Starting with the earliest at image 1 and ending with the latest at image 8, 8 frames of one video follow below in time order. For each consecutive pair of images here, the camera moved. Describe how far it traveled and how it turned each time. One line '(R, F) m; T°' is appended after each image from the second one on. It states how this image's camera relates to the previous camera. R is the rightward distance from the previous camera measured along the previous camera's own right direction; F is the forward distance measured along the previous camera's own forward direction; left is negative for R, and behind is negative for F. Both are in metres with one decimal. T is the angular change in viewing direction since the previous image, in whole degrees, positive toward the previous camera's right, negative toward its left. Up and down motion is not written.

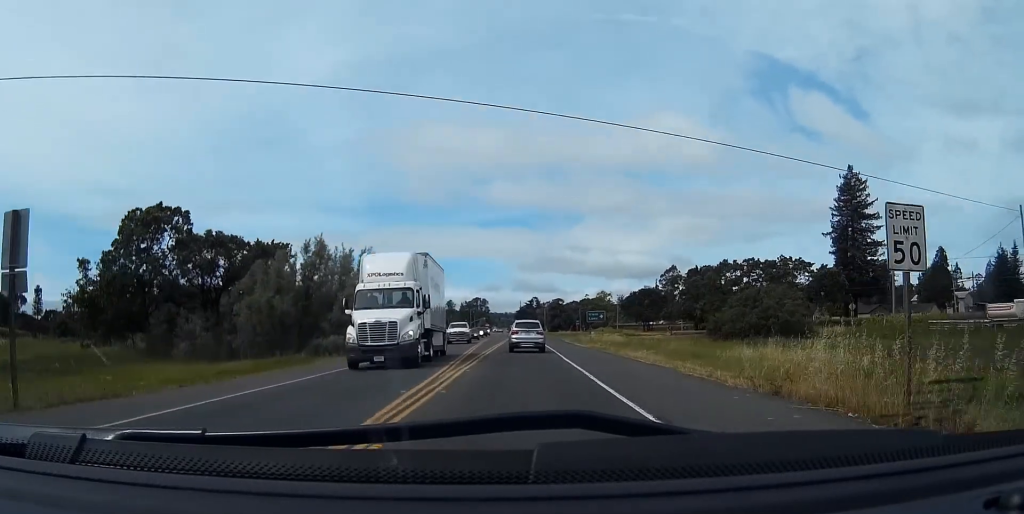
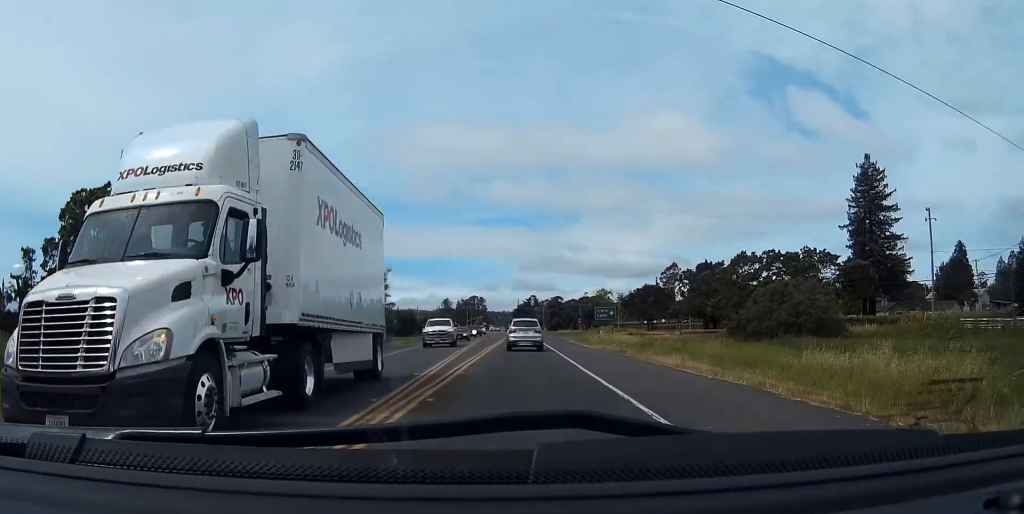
(+0.1, +9.4) m; 0°
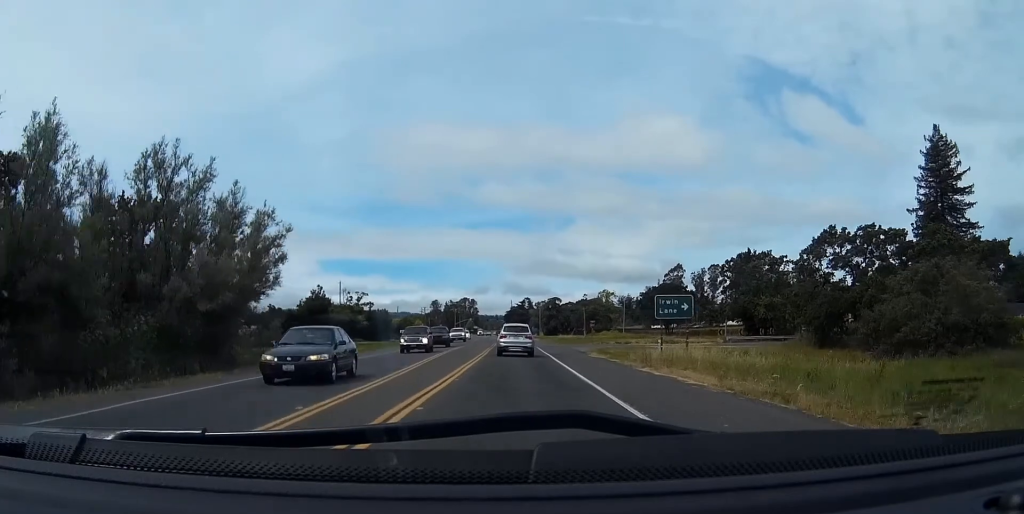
(0.0, +30.1) m; 0°
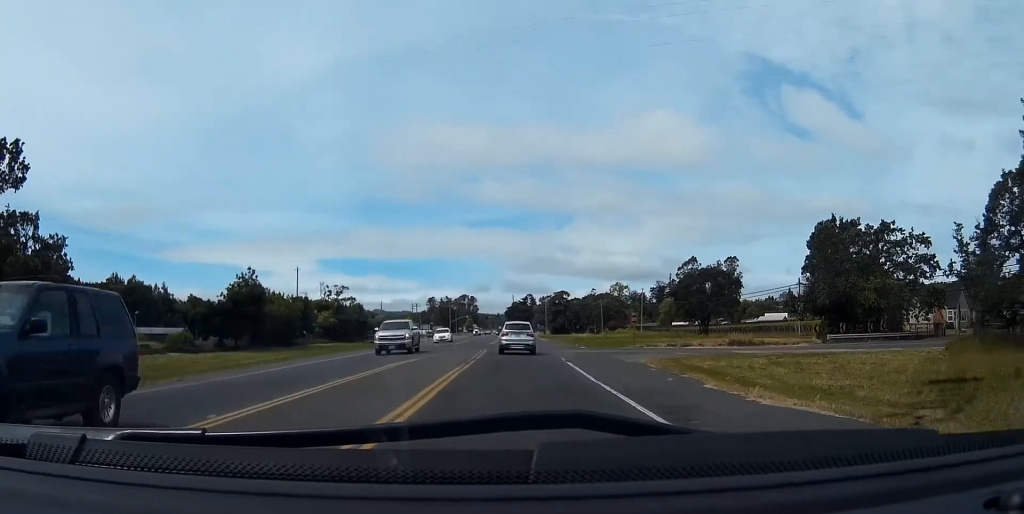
(+0.2, +31.1) m; +1°
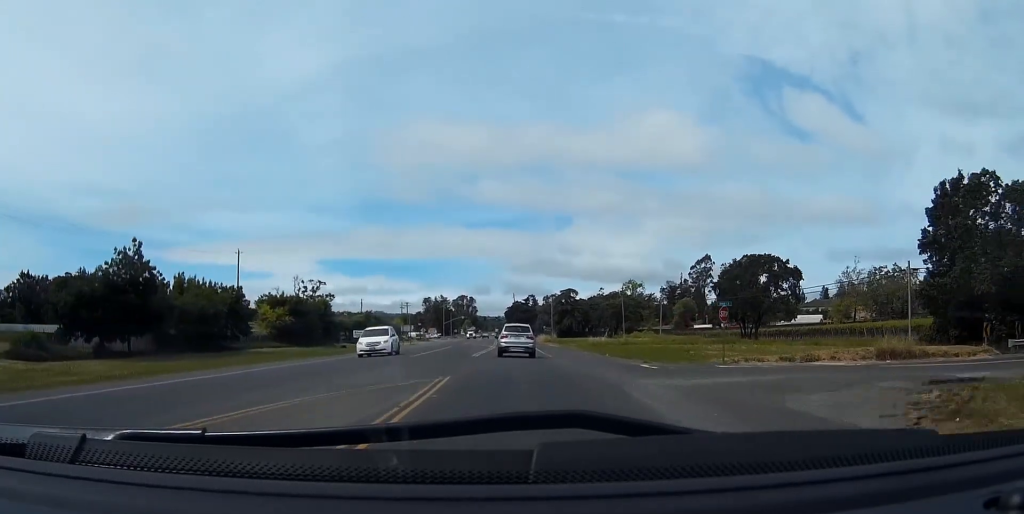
(+0.1, +27.2) m; 0°
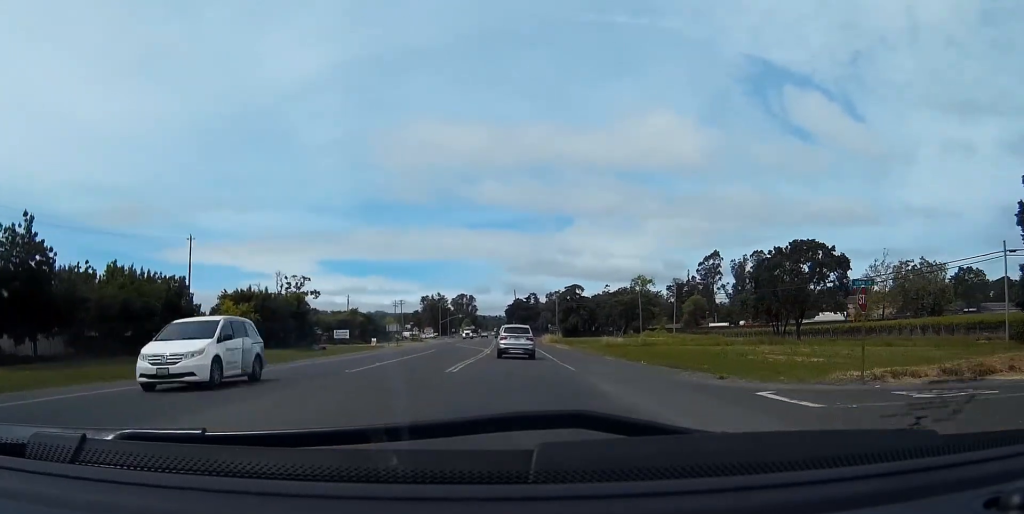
(-0.1, +15.3) m; 0°
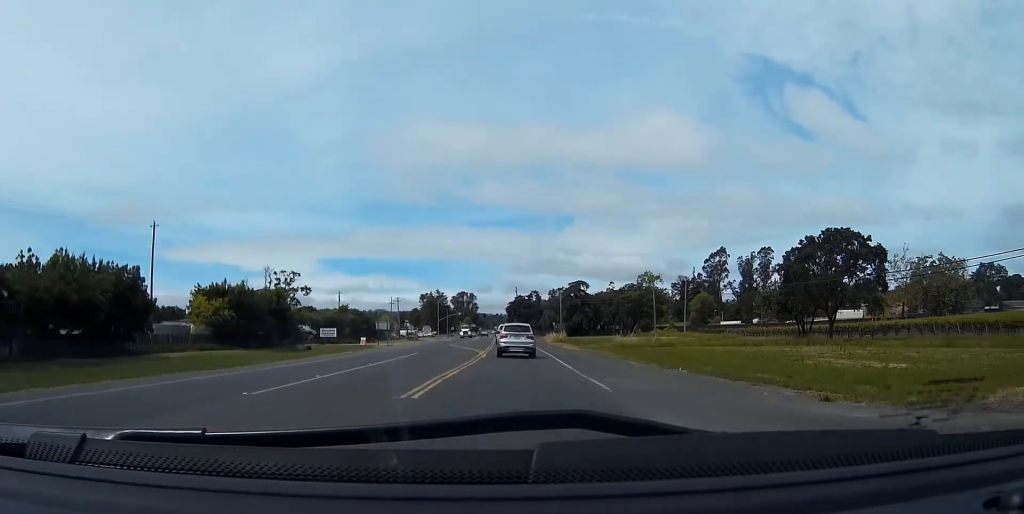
(0.0, +9.4) m; 0°
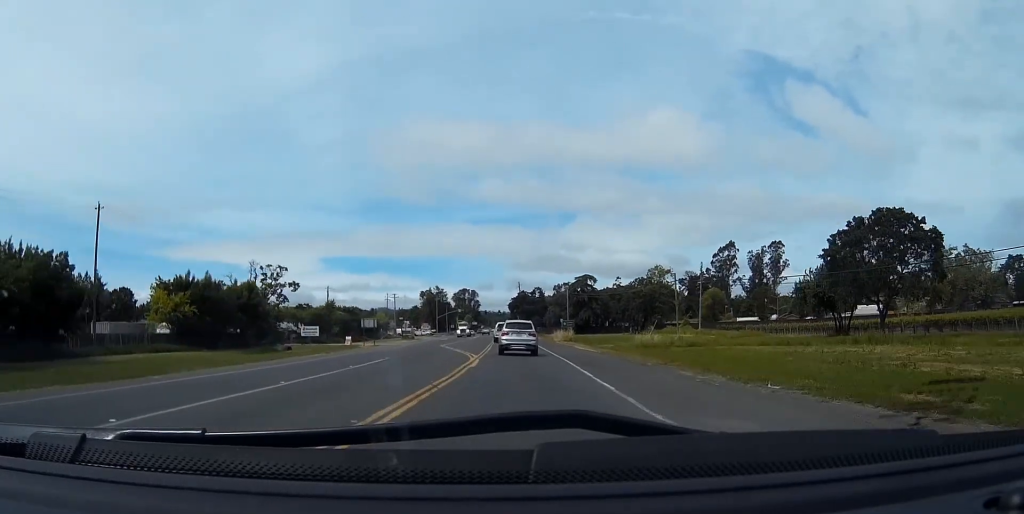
(0.0, +11.4) m; 0°
